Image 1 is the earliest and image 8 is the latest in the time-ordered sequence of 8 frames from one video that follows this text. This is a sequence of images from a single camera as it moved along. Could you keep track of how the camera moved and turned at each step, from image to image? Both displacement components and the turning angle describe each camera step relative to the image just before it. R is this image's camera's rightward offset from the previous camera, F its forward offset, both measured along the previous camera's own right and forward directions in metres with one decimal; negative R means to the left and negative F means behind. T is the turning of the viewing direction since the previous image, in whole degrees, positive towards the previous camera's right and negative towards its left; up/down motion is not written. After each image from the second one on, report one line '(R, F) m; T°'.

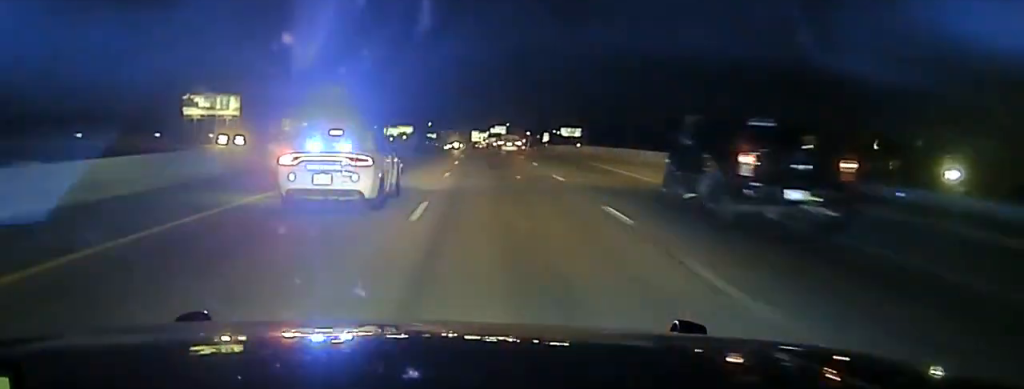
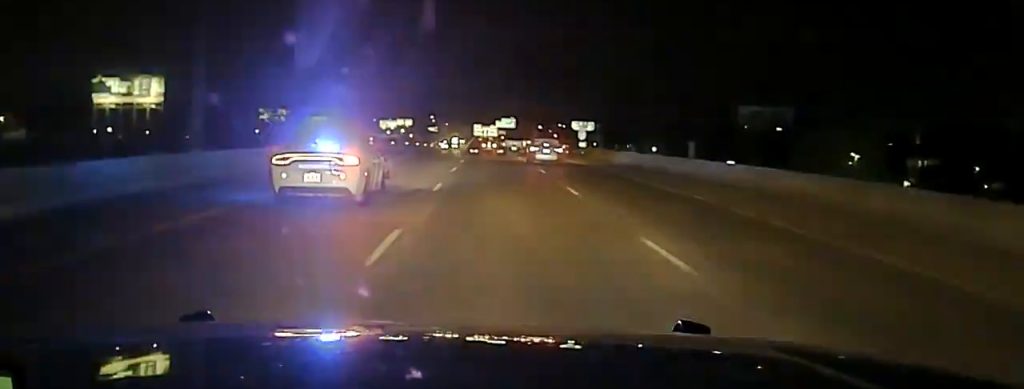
(+0.2, +51.6) m; 0°
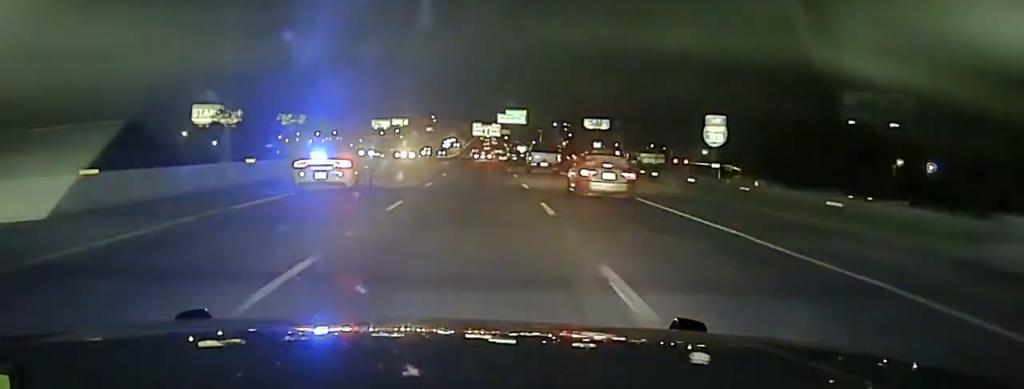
(0.0, +62.3) m; 0°
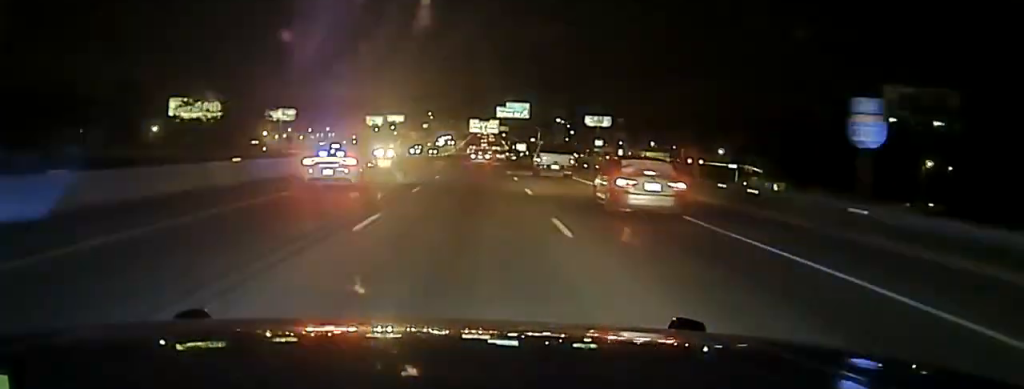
(-0.2, +17.2) m; 0°
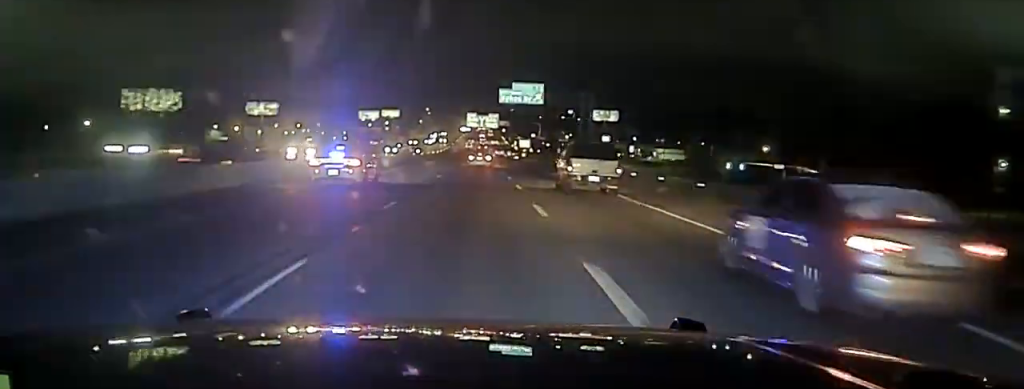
(0.0, +33.7) m; +1°
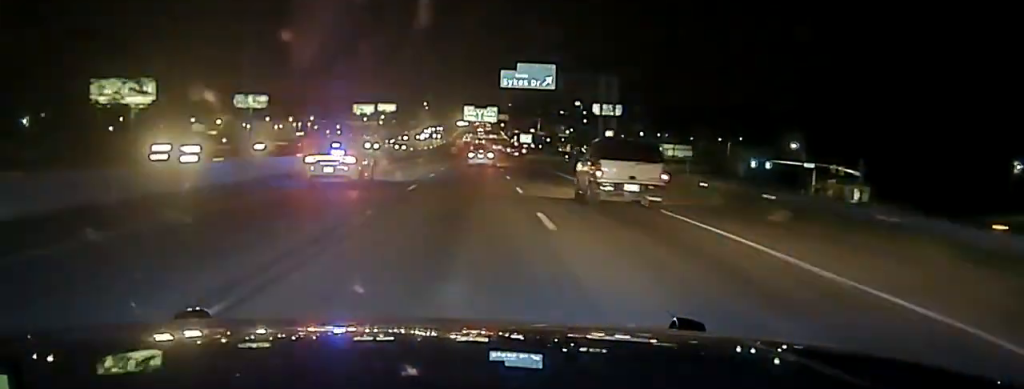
(+0.1, +17.6) m; 0°
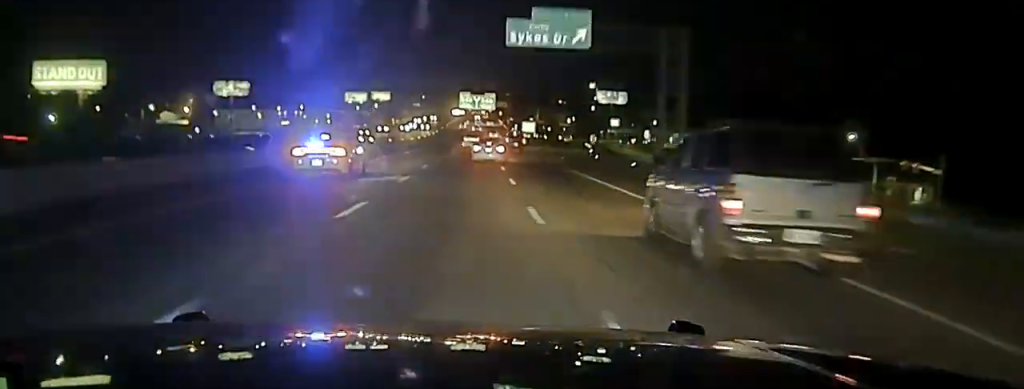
(+0.2, +27.2) m; +1°
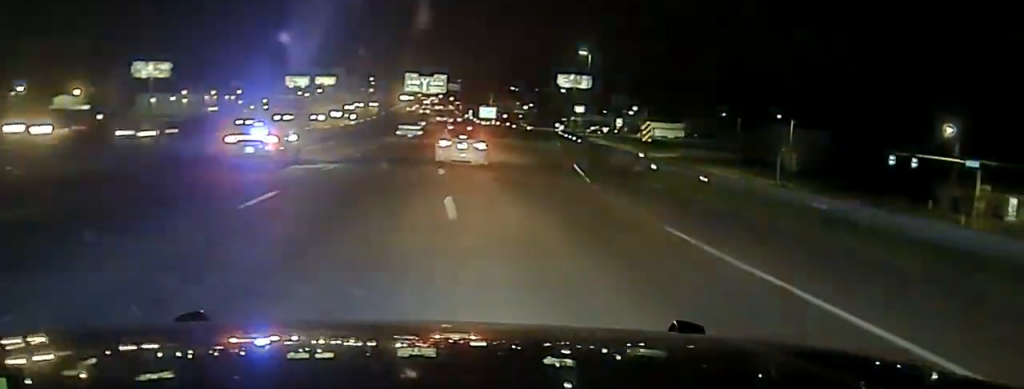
(+0.6, +43.4) m; +3°
